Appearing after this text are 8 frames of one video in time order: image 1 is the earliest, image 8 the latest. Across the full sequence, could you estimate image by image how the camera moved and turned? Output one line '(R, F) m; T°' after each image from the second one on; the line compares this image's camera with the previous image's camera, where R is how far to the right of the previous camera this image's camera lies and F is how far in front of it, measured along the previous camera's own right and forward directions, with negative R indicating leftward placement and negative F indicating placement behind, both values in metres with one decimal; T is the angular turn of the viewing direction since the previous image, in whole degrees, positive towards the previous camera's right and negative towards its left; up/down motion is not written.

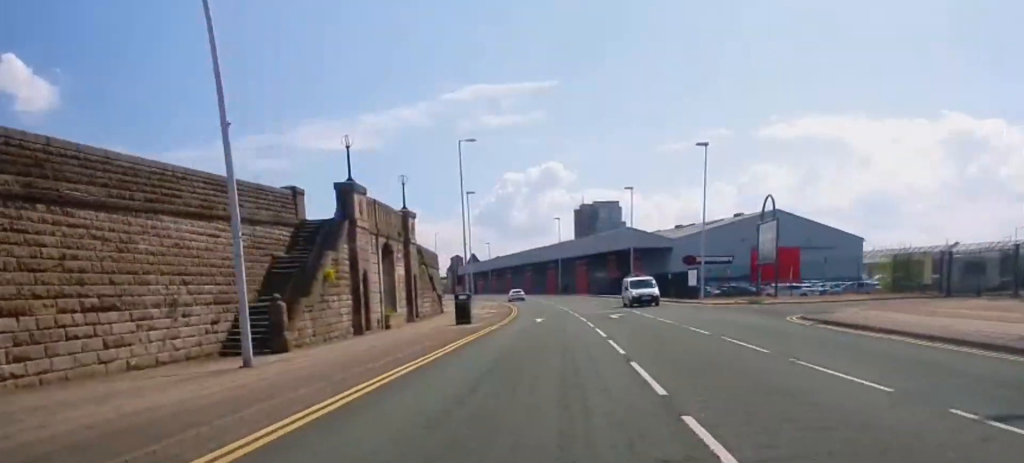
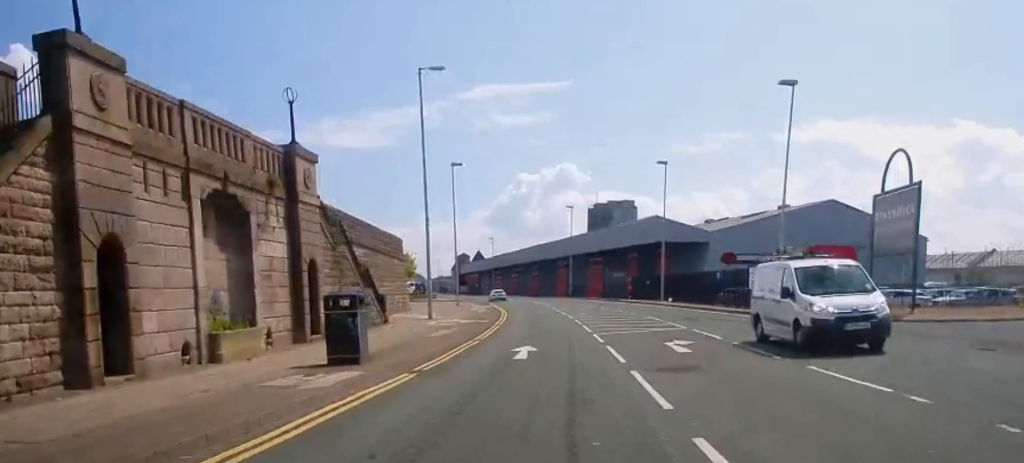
(+0.2, +19.5) m; 0°
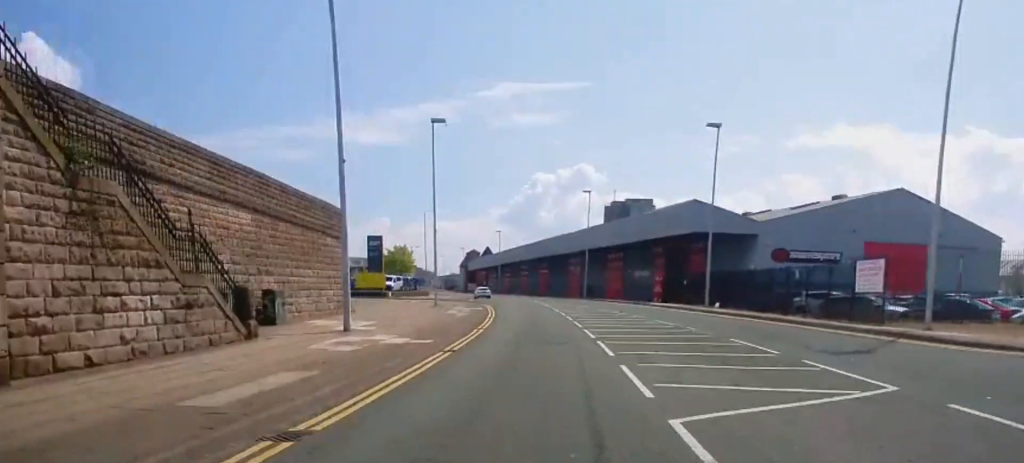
(-0.2, +16.1) m; -1°
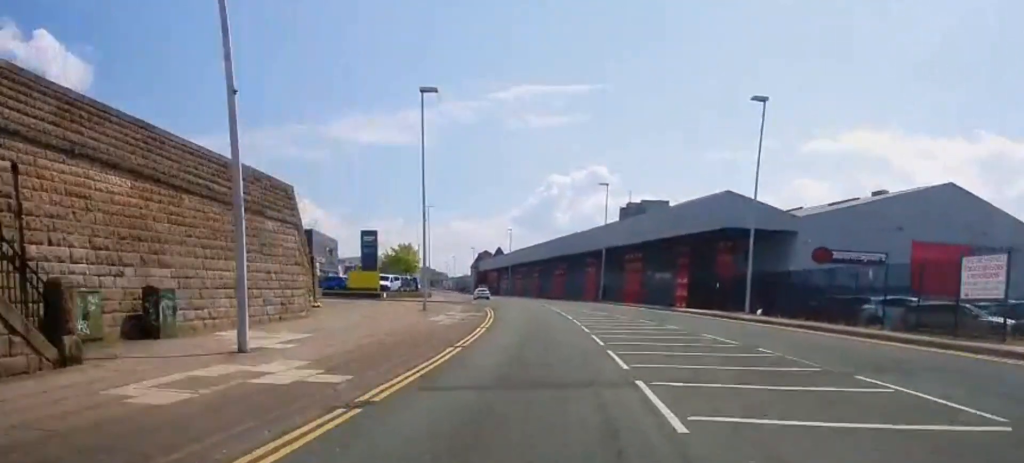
(-0.1, +8.4) m; -1°
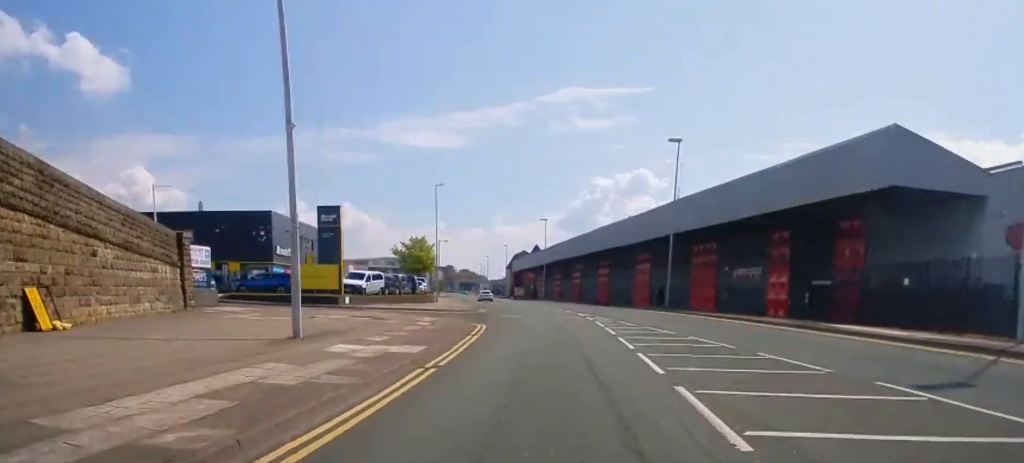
(-0.6, +24.6) m; -3°
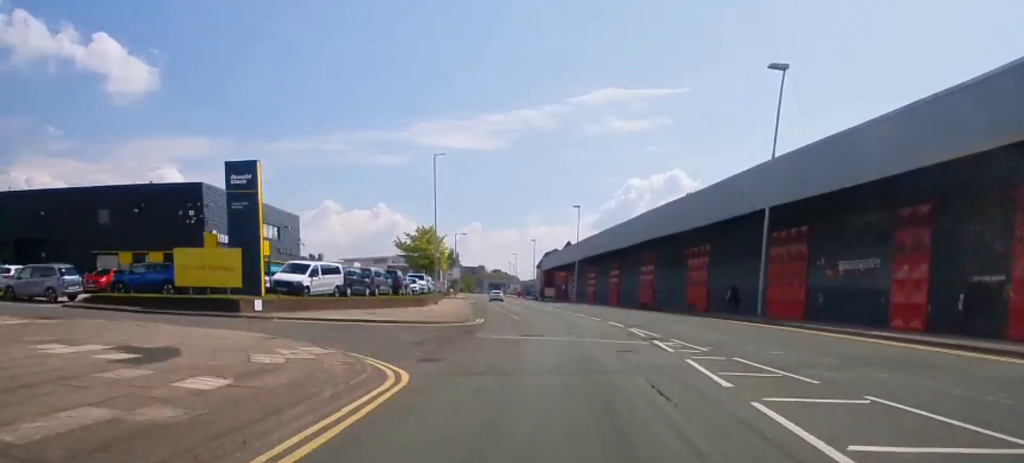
(-0.4, +18.7) m; -3°
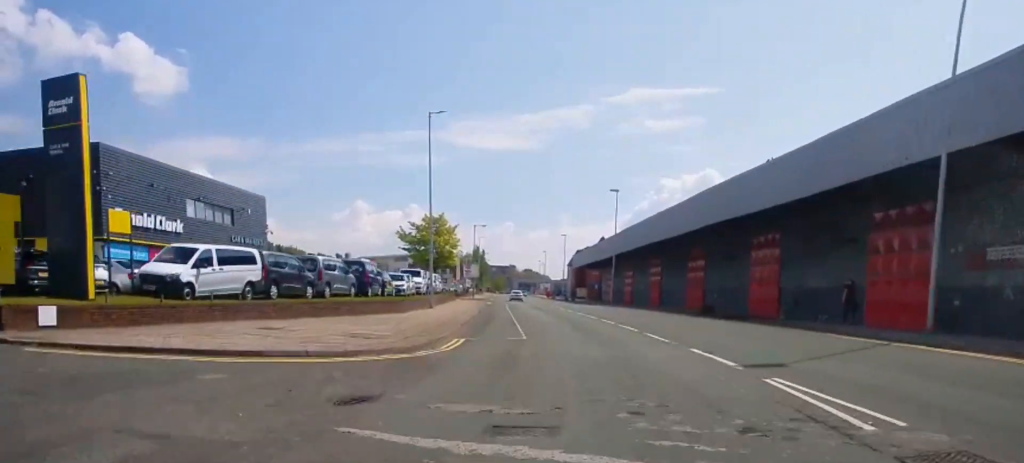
(-0.4, +15.8) m; -2°
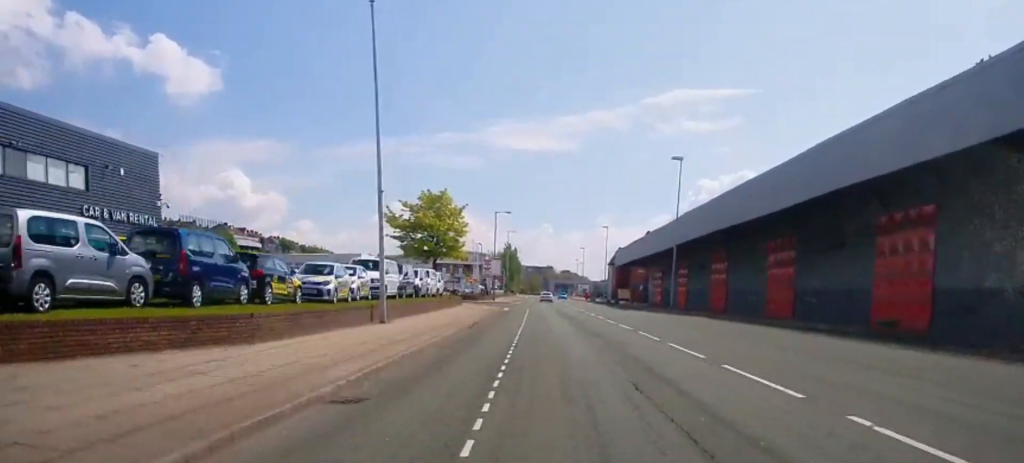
(-0.4, +21.2) m; -1°
